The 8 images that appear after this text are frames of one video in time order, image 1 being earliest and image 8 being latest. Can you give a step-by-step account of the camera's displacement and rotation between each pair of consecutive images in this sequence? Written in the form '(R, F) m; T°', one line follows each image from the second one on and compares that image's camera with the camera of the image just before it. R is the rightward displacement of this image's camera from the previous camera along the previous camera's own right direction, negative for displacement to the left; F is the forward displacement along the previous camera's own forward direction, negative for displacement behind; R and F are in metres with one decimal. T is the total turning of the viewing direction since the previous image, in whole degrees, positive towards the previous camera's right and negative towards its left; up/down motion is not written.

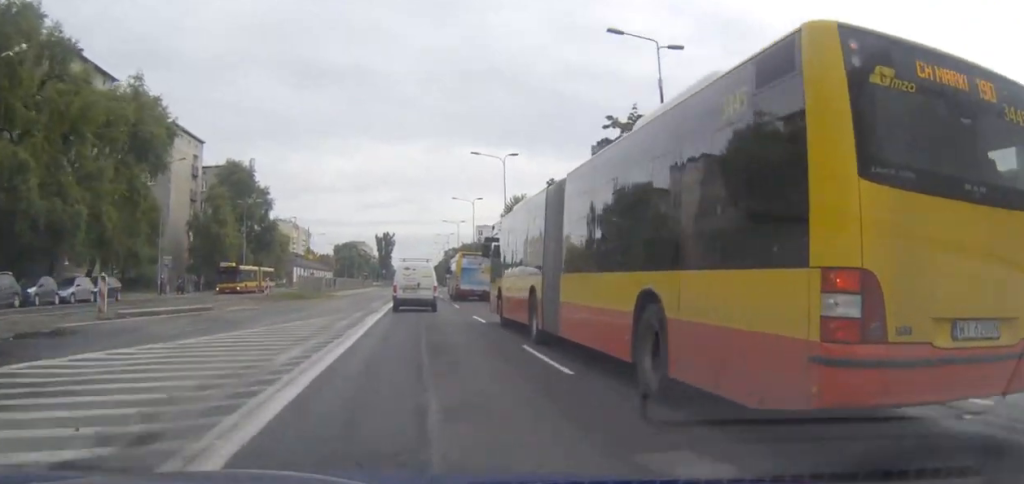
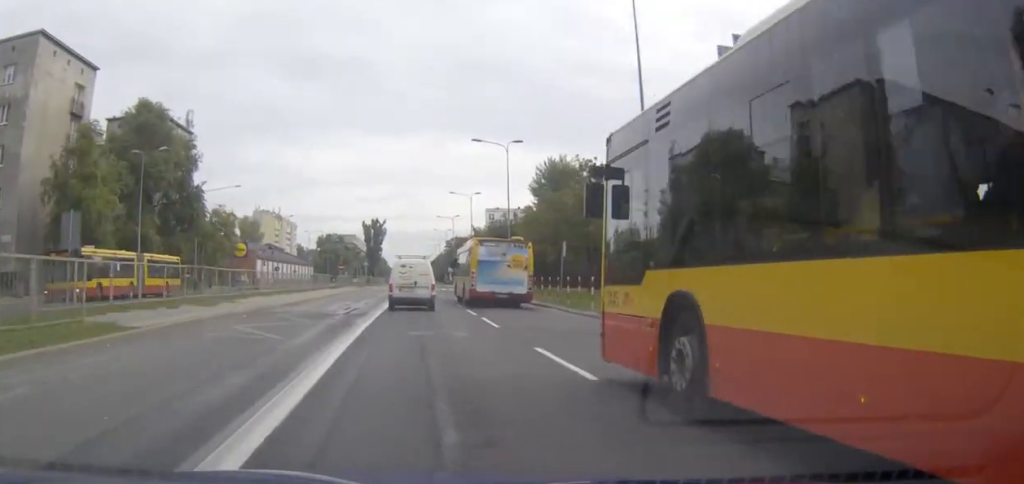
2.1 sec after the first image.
(+0.2, +35.9) m; 0°
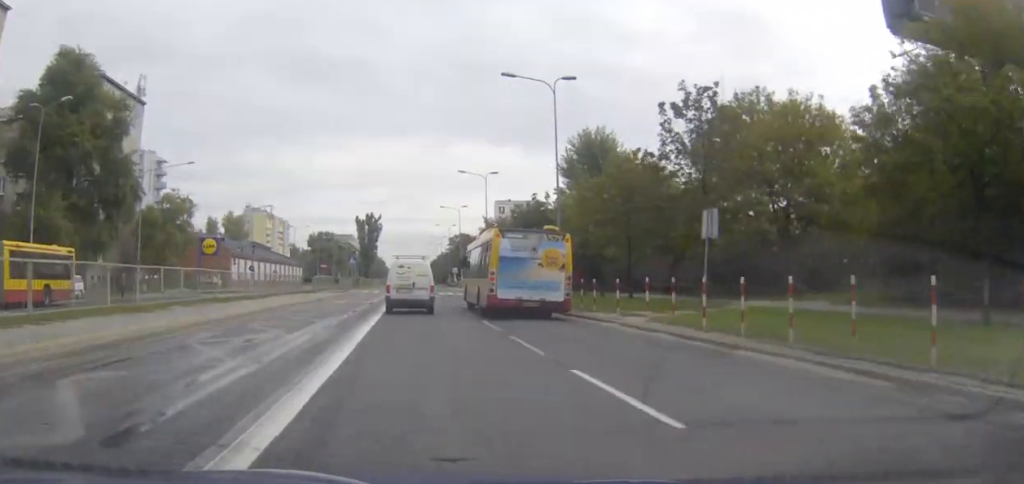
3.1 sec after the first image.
(0.0, +18.5) m; 0°
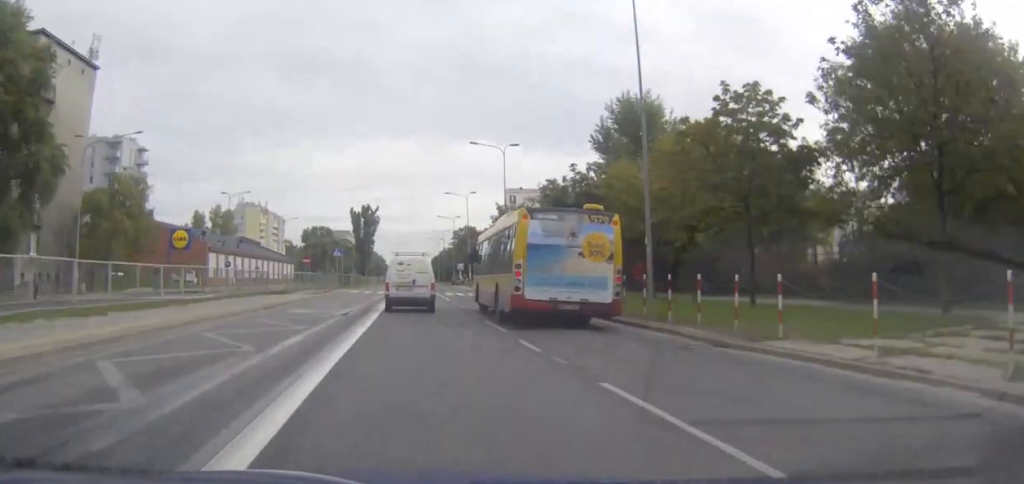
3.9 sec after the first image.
(0.0, +13.8) m; 0°
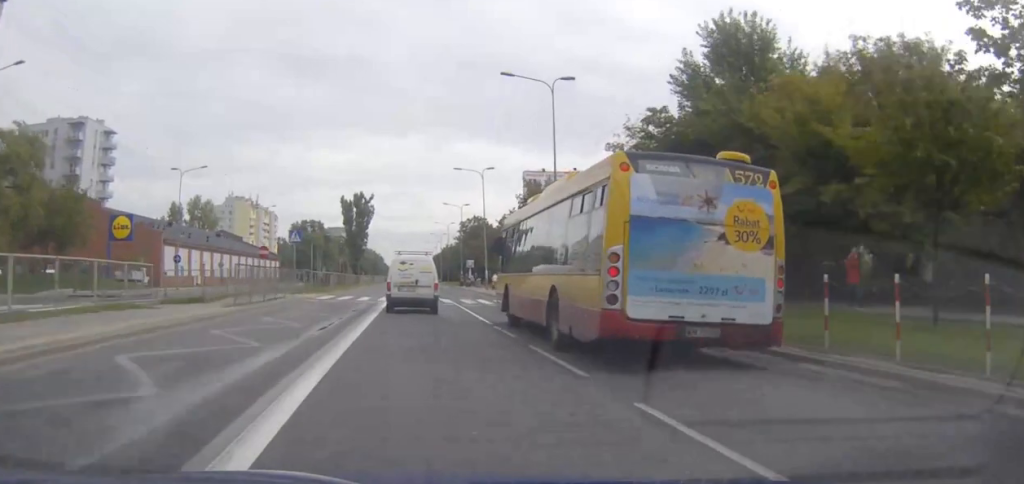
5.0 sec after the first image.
(0.0, +19.6) m; 0°
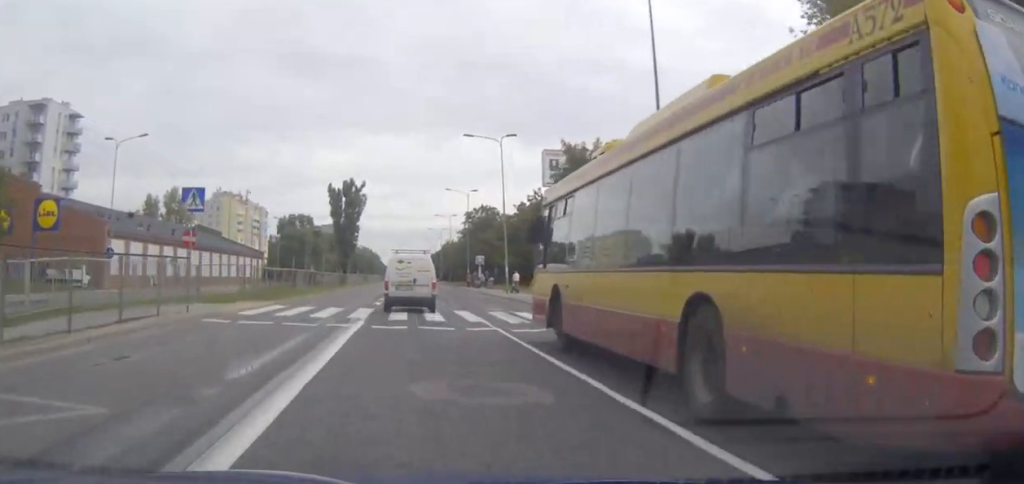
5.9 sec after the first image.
(0.0, +16.4) m; 0°
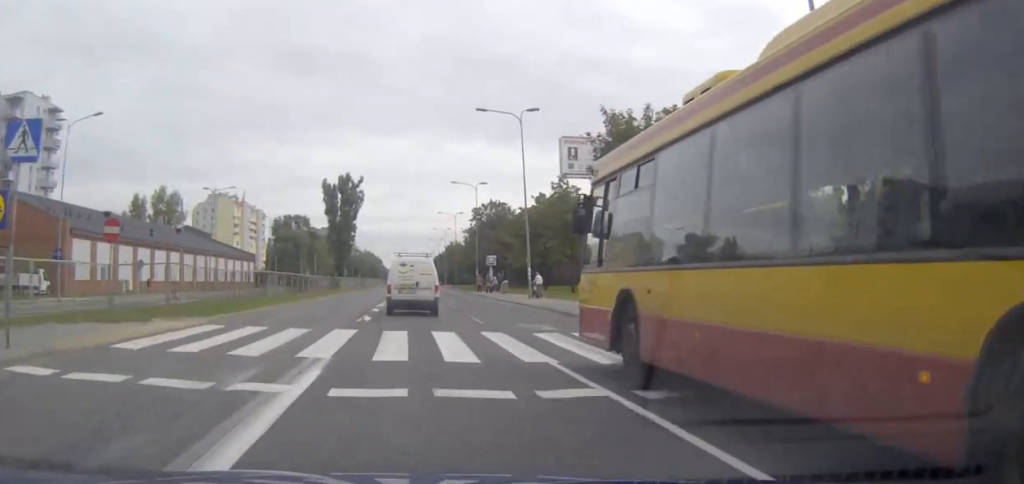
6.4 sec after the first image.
(0.0, +9.2) m; 0°
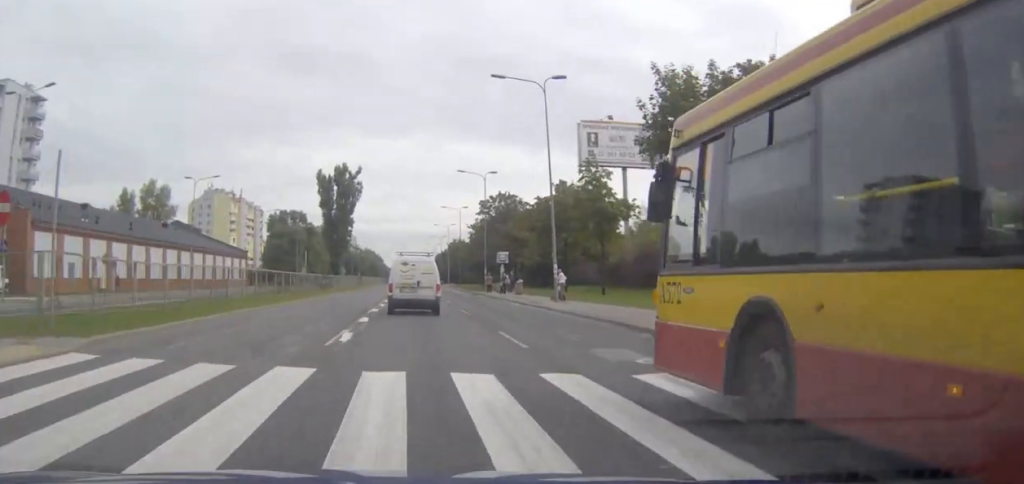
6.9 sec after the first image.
(0.0, +7.5) m; 0°
